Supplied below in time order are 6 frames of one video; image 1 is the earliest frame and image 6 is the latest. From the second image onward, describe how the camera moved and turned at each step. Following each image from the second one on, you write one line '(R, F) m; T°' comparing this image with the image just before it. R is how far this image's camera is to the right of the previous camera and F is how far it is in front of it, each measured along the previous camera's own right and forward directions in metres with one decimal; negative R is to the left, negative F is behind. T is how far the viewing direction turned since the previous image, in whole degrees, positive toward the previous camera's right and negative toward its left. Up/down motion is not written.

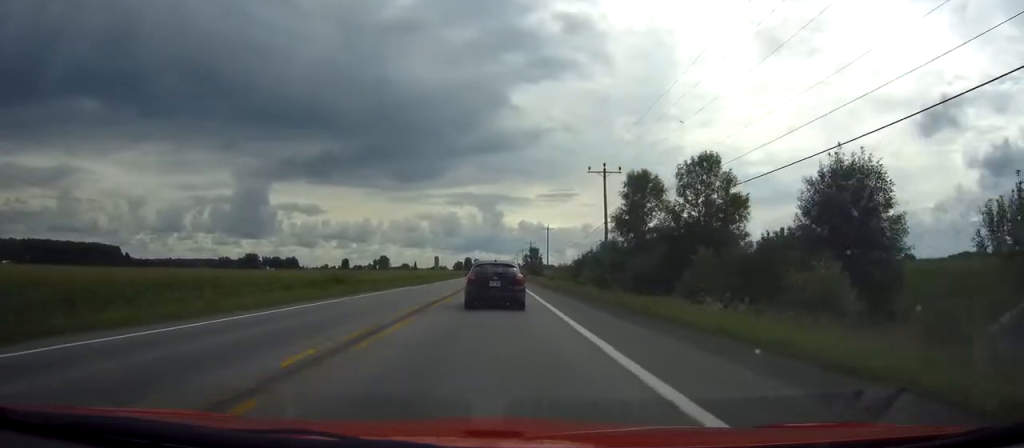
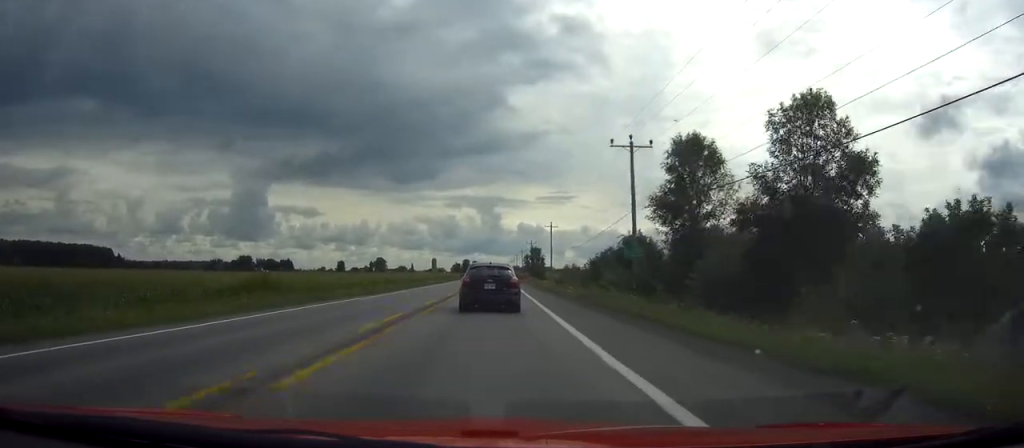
(0.0, +13.7) m; 0°
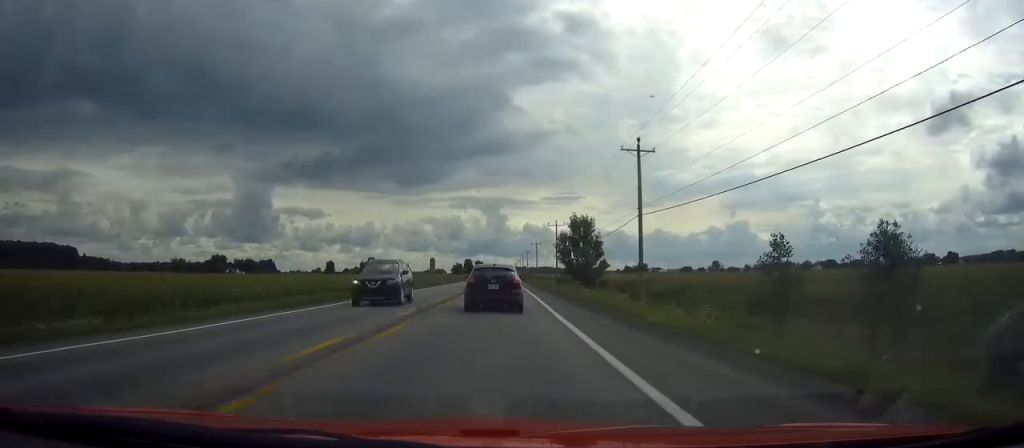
(-0.6, +77.9) m; -1°
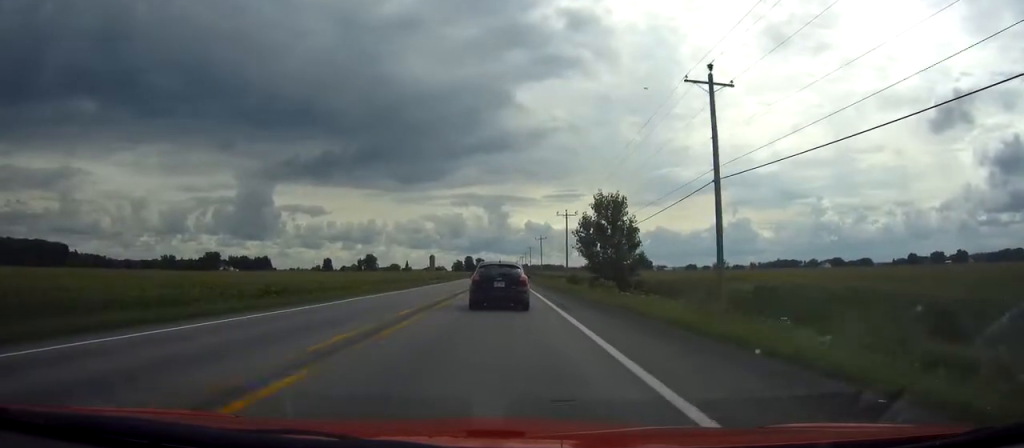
(0.0, +16.5) m; 0°
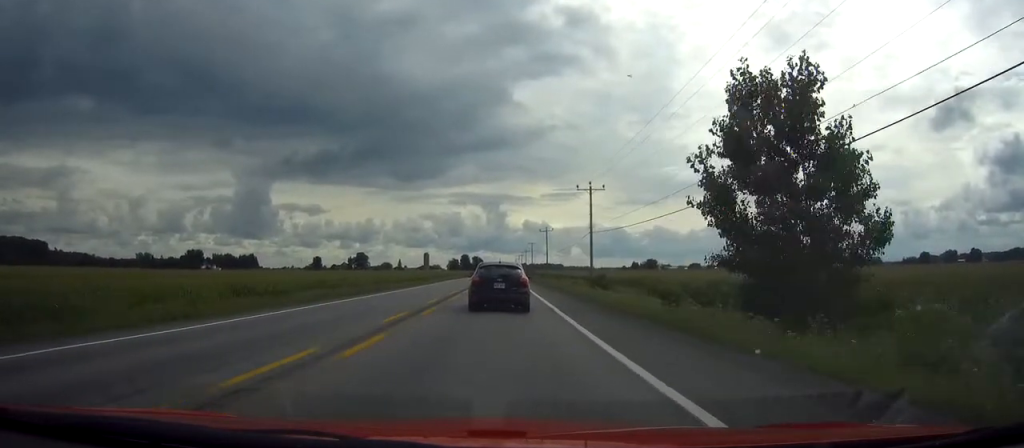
(0.0, +31.4) m; 0°
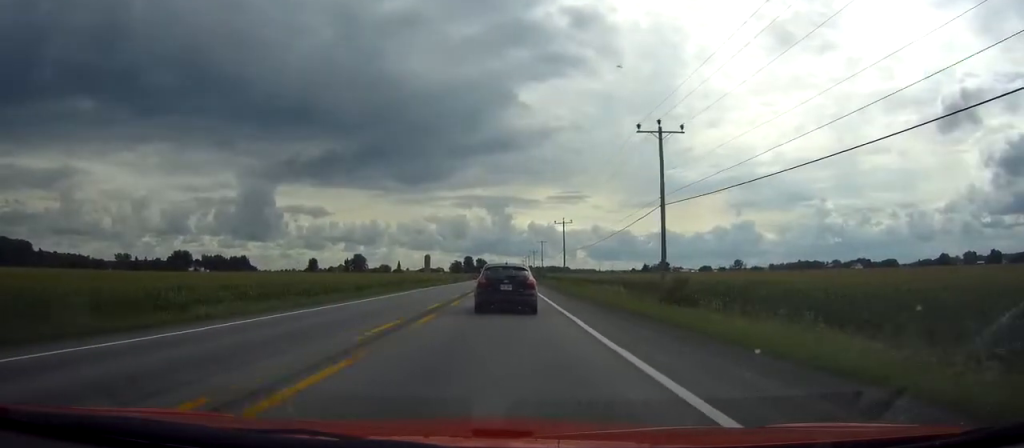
(0.0, +31.3) m; 0°
